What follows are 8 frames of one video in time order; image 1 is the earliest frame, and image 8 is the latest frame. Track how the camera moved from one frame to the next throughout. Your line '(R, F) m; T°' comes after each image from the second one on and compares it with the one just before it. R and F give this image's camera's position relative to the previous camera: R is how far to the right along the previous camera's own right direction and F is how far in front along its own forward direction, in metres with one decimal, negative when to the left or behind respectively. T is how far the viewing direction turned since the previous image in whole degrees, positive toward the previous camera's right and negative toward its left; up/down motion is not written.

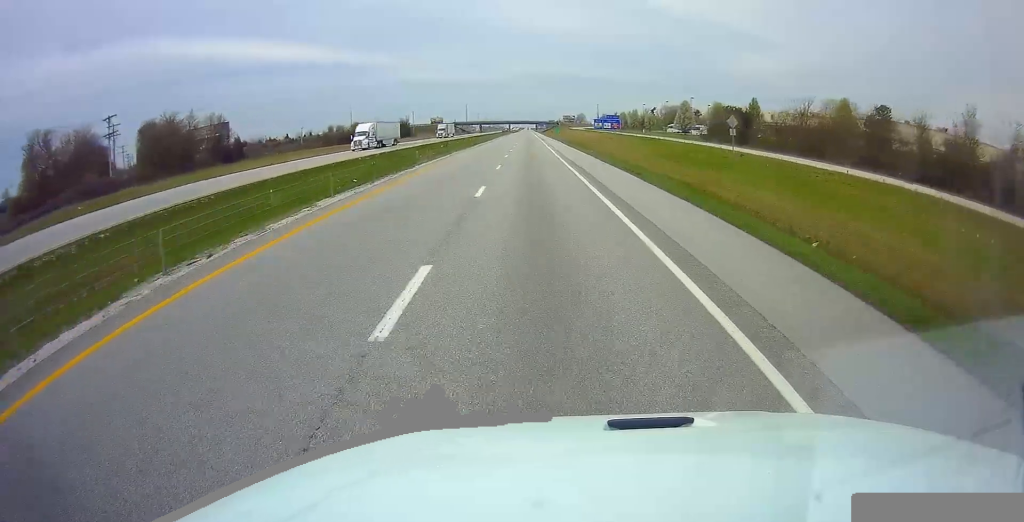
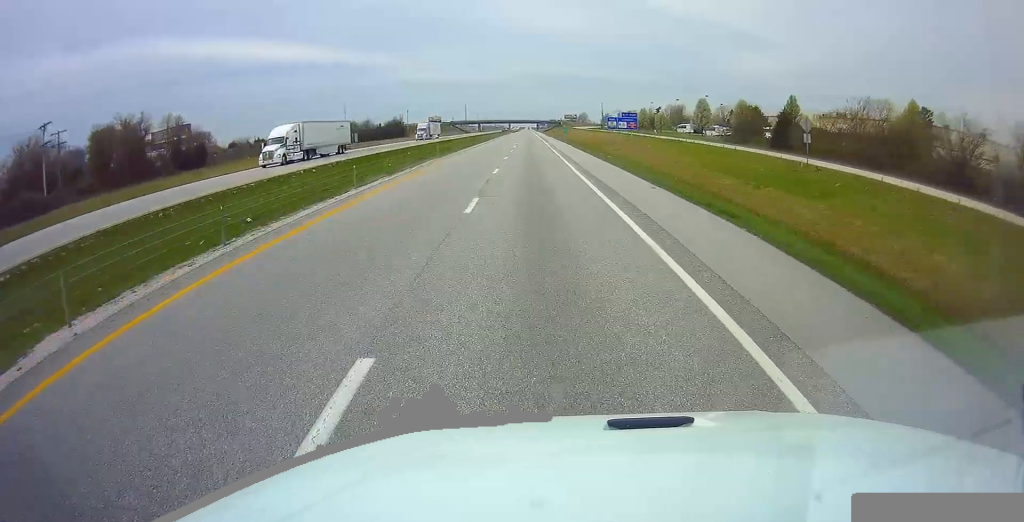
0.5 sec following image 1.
(-0.2, +15.5) m; 0°
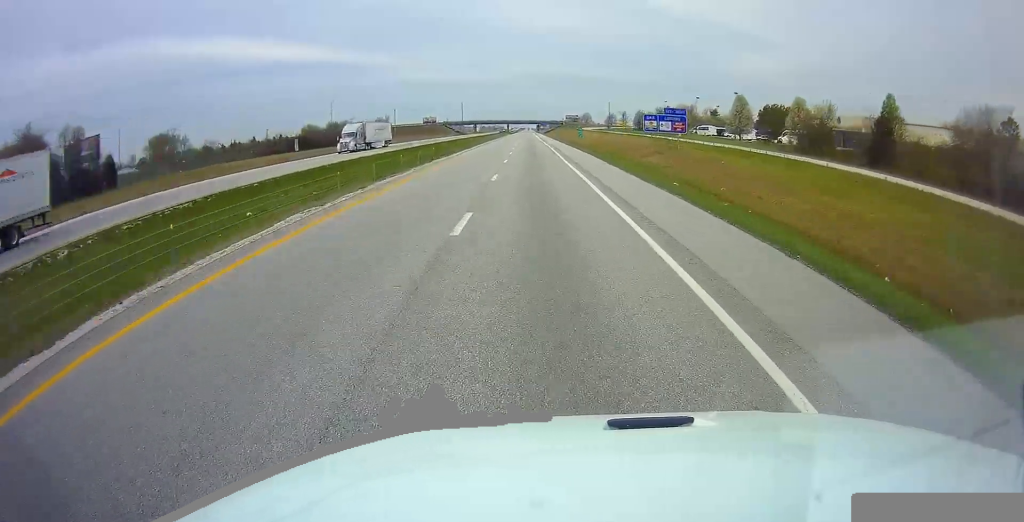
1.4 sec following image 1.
(-0.1, +26.9) m; 0°
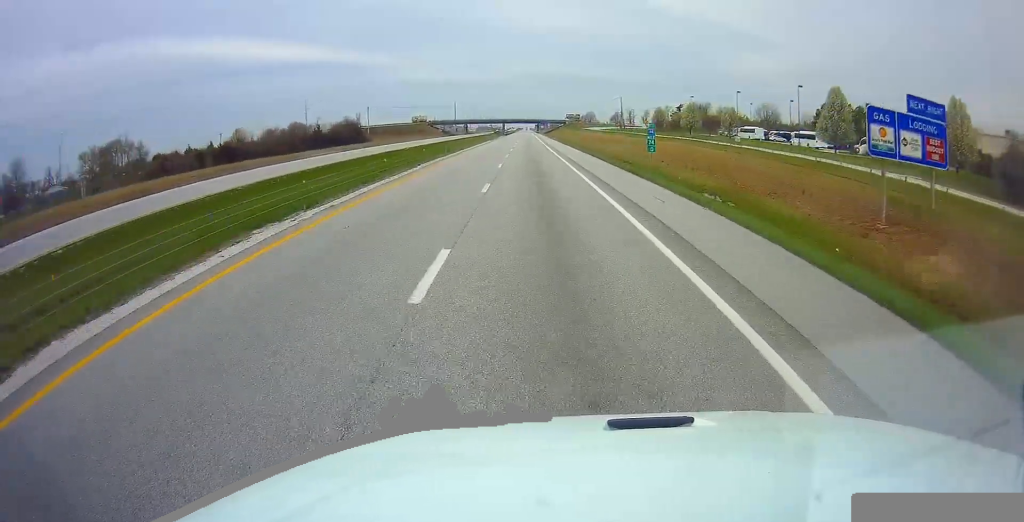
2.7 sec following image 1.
(+0.1, +40.4) m; +1°
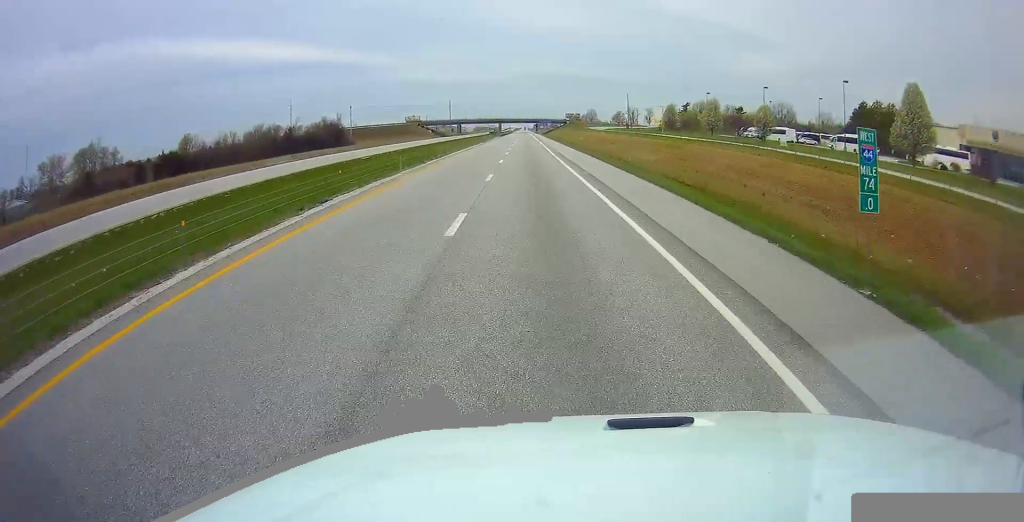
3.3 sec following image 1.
(+0.2, +19.8) m; 0°
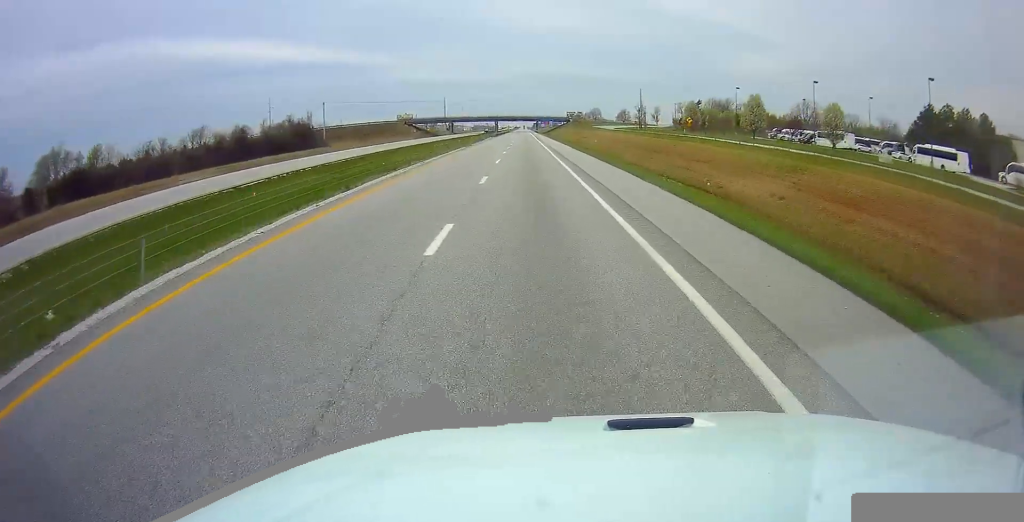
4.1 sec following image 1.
(0.0, +25.9) m; 0°
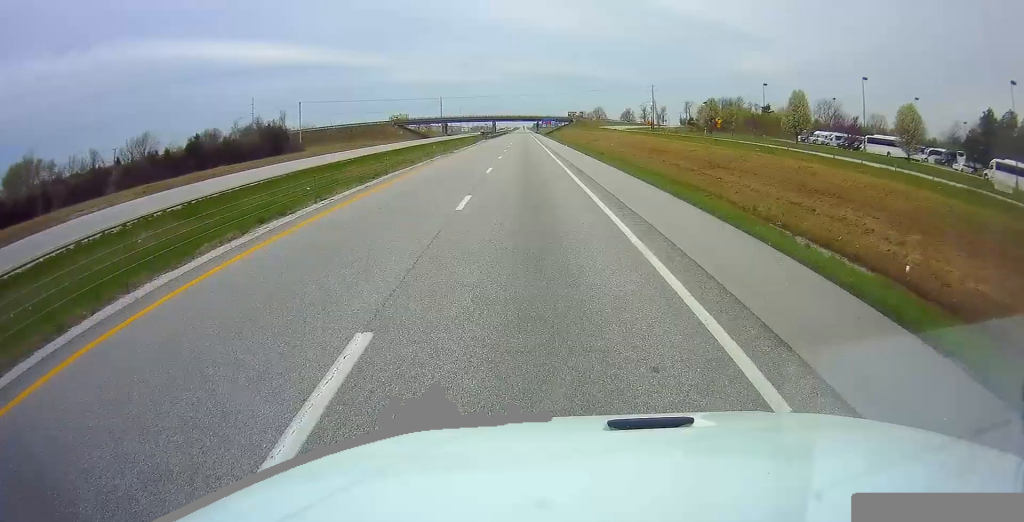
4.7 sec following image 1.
(-0.2, +18.7) m; 0°
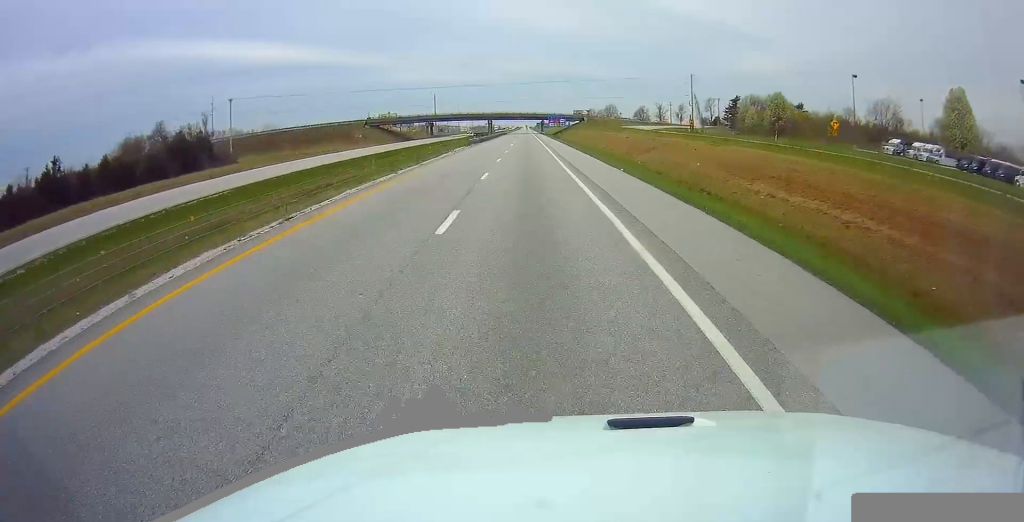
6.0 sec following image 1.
(+0.4, +39.5) m; +1°
